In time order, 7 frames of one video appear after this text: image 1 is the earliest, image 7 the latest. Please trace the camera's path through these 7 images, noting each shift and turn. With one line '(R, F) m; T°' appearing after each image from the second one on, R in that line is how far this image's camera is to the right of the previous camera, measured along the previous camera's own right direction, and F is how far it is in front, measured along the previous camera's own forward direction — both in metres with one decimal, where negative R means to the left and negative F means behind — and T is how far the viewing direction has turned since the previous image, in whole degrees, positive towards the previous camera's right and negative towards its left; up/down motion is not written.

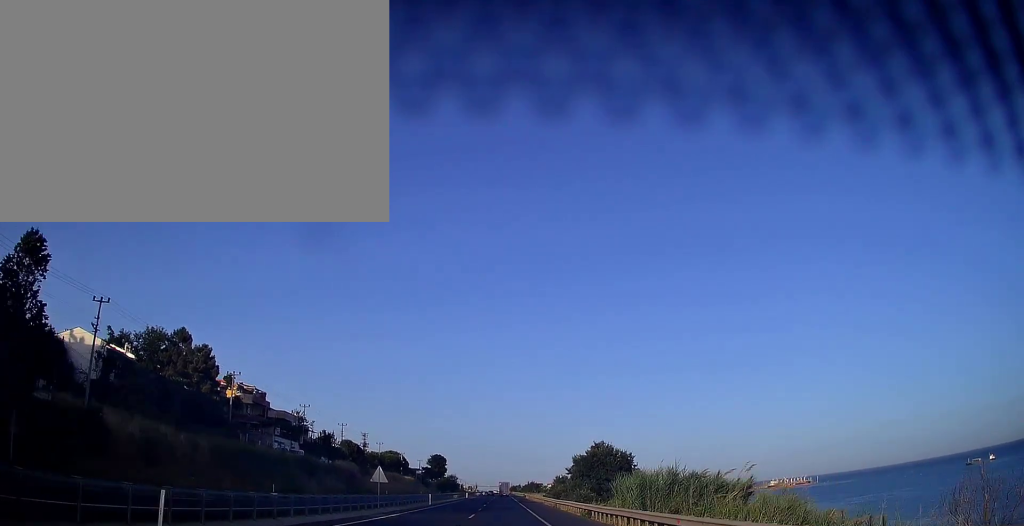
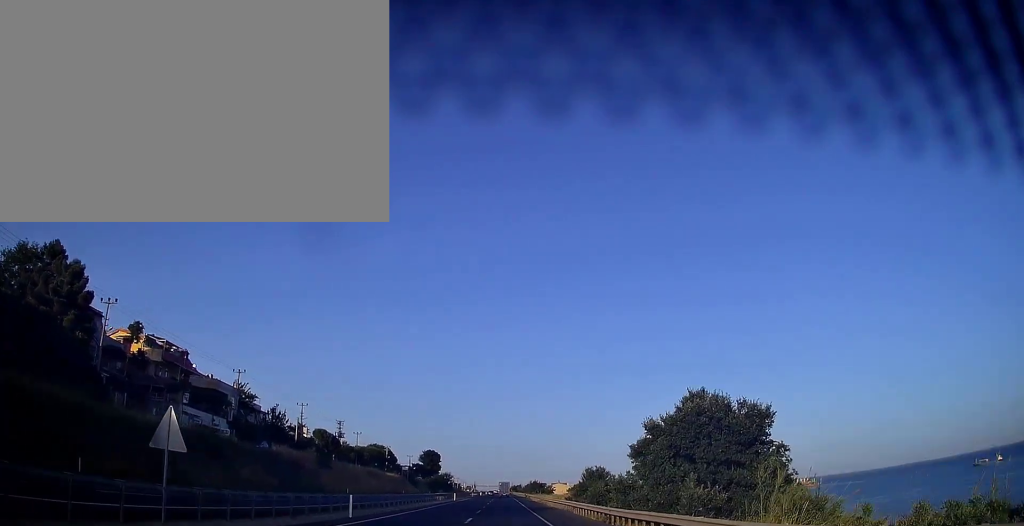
(-0.1, +28.5) m; 0°
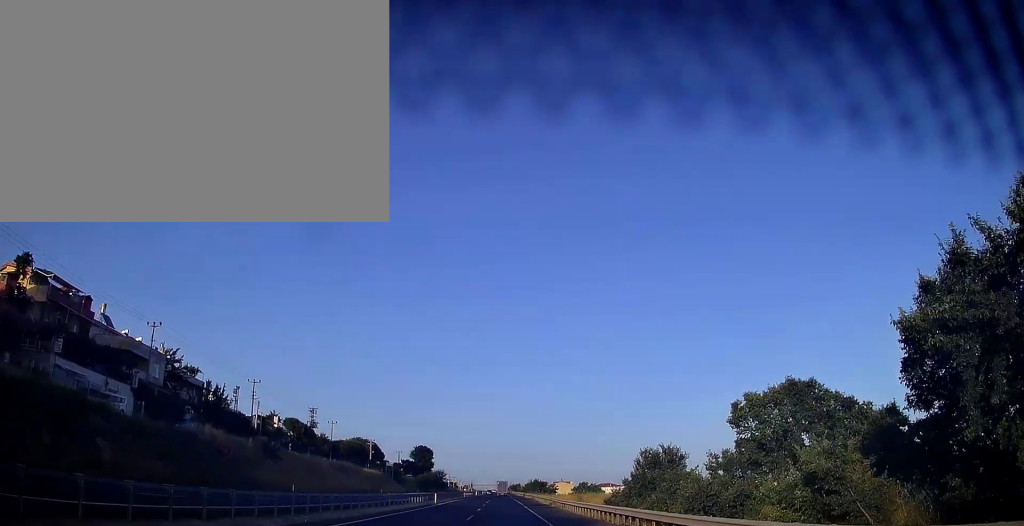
(-0.2, +21.6) m; 0°
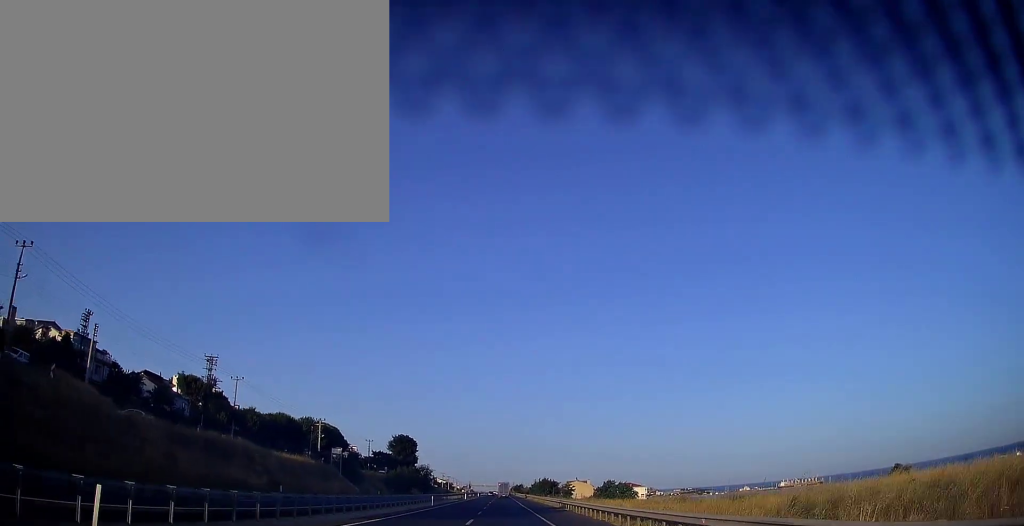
(+0.1, +50.1) m; 0°
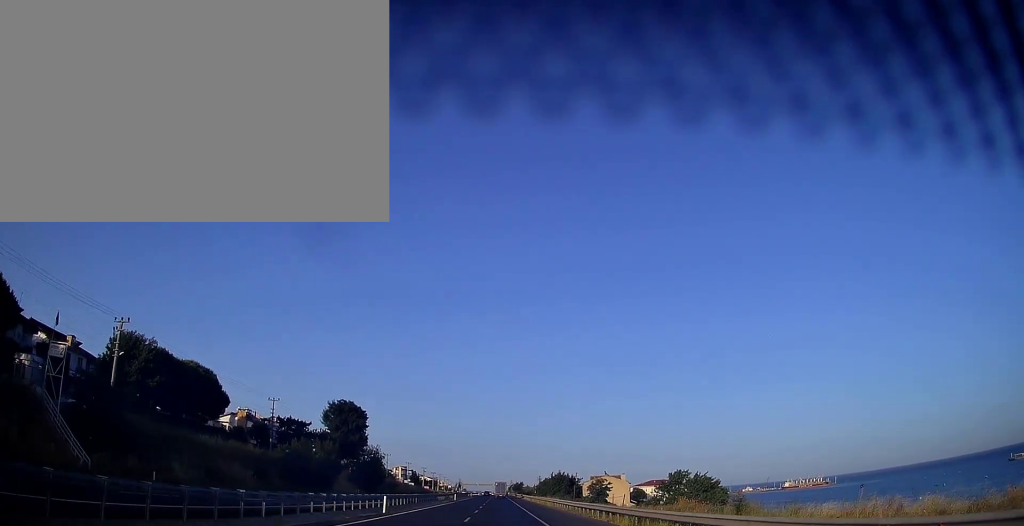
(0.0, +68.8) m; 0°
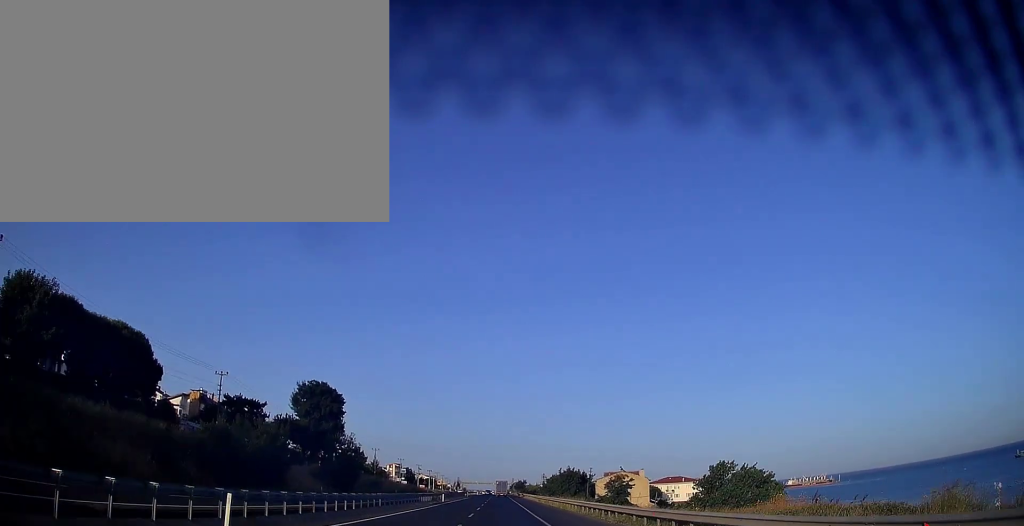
(+0.2, +19.6) m; 0°
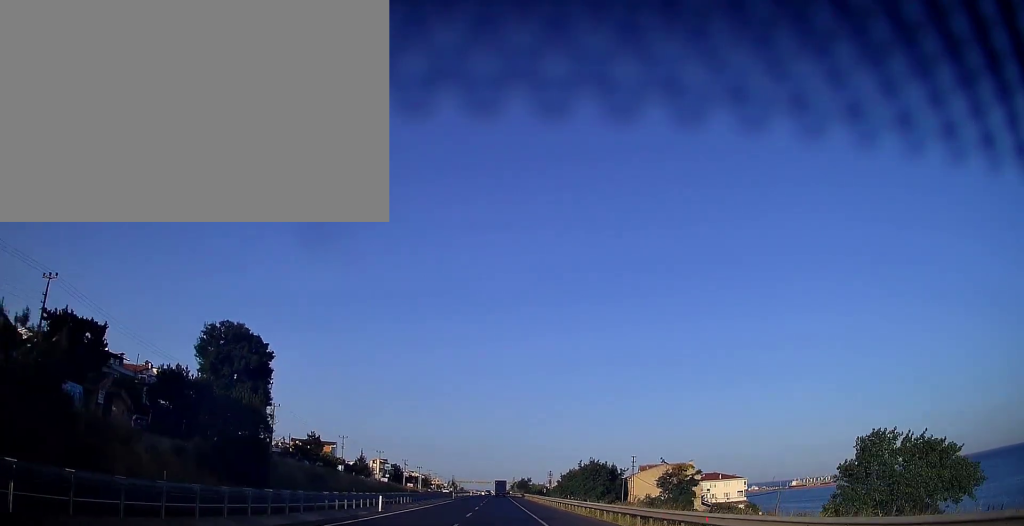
(0.0, +34.4) m; 0°
